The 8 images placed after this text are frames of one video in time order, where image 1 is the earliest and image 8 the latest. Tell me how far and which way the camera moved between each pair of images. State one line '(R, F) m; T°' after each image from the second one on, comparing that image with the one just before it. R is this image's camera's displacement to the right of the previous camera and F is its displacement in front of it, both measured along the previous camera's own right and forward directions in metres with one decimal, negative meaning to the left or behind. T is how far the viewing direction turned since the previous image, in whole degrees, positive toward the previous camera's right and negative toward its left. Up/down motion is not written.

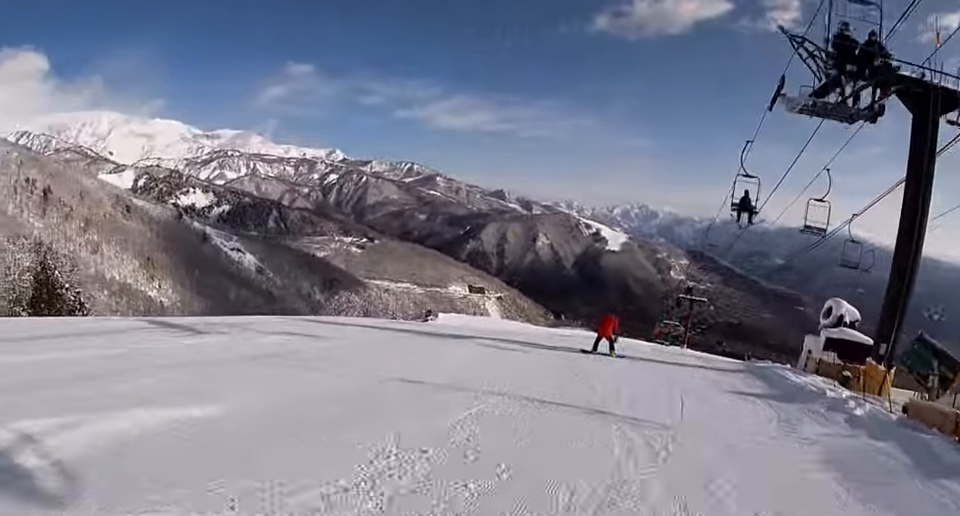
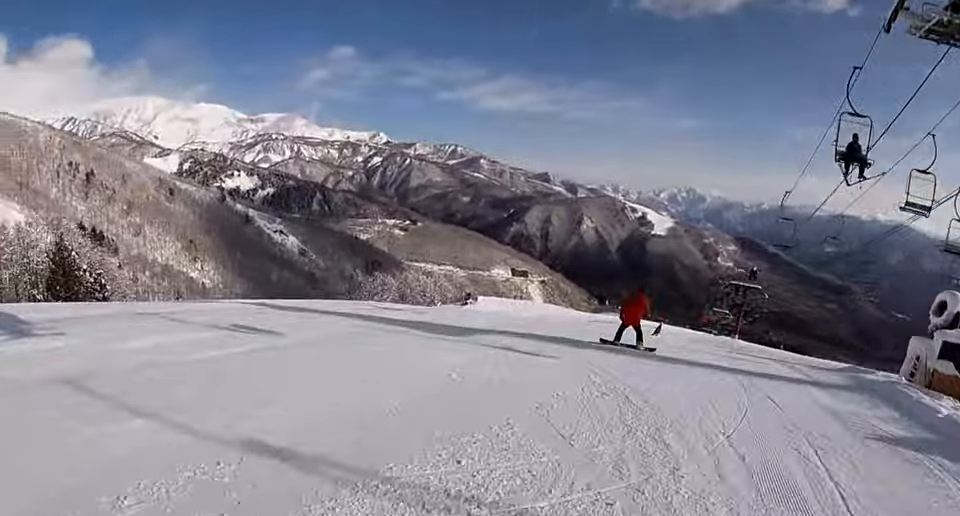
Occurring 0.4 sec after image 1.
(-0.4, +4.1) m; -1°
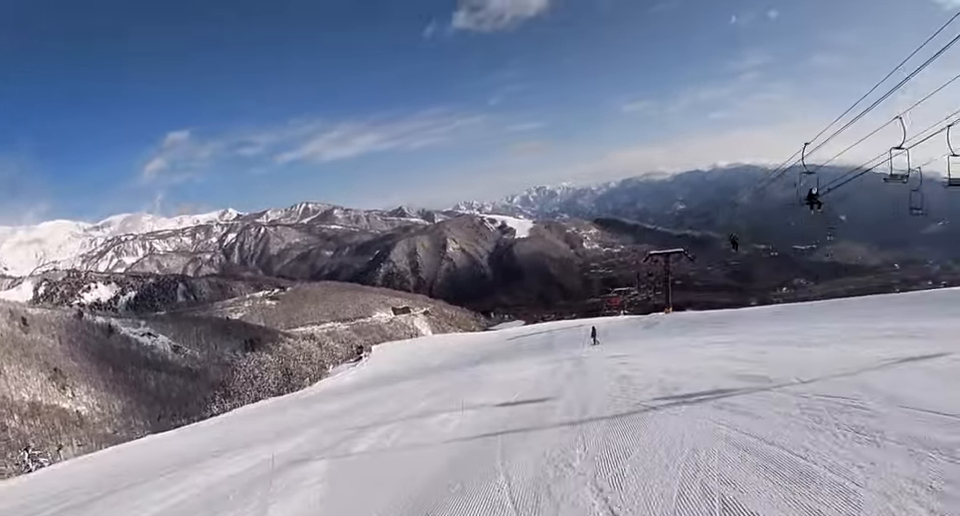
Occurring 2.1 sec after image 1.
(+0.8, +15.5) m; +16°
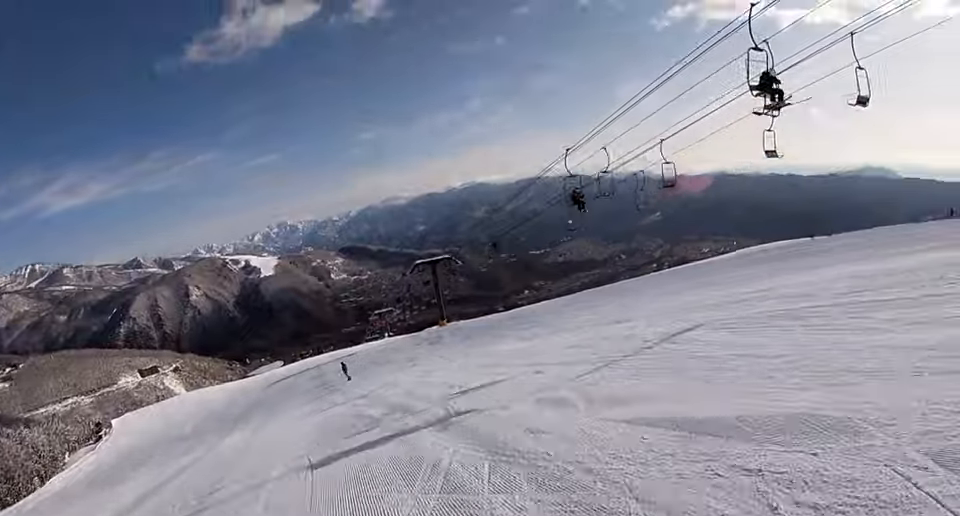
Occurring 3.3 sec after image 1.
(+2.3, +10.7) m; +27°
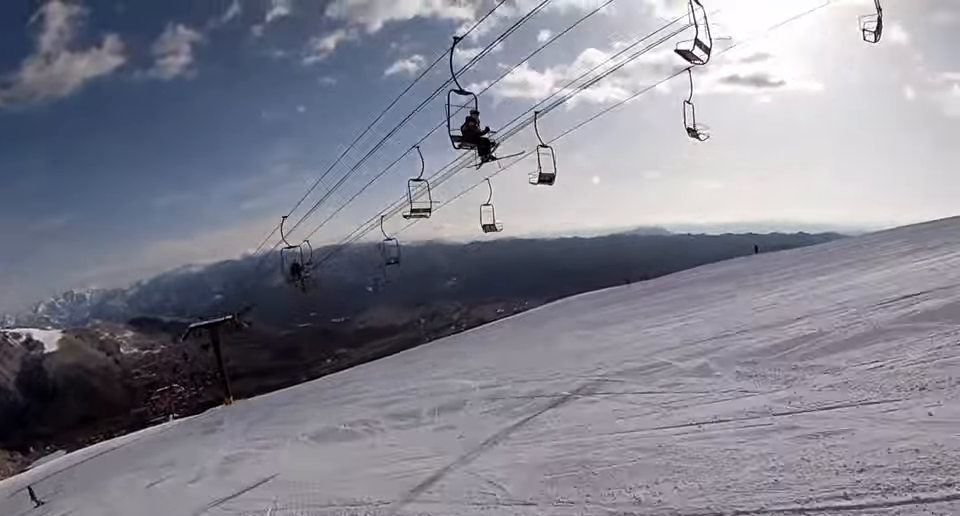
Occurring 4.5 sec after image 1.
(+2.9, +10.5) m; +22°
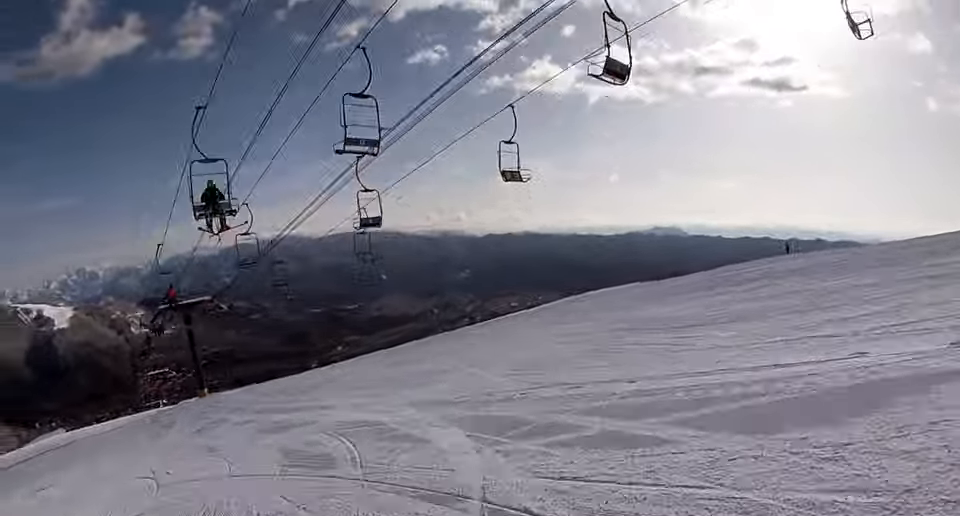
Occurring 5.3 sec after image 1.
(+0.6, +7.7) m; -5°
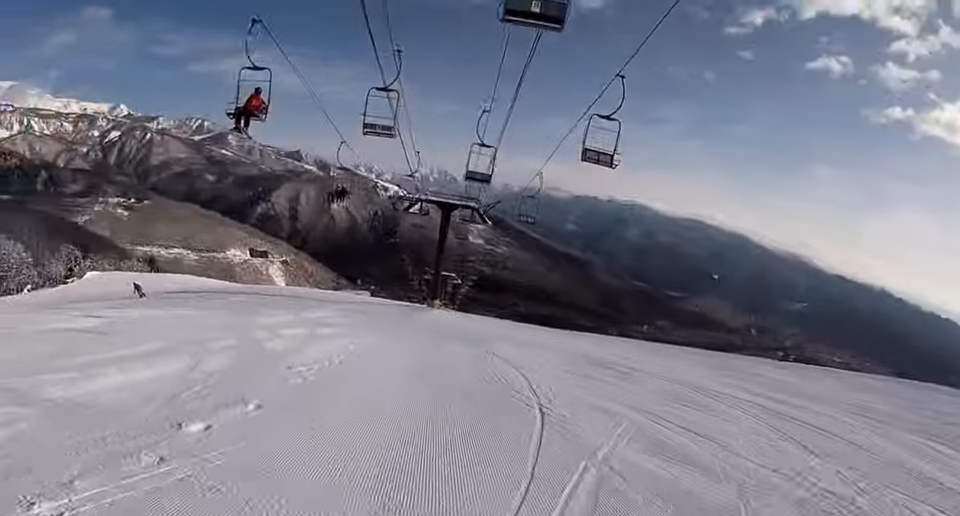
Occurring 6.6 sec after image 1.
(-2.9, +11.6) m; -31°
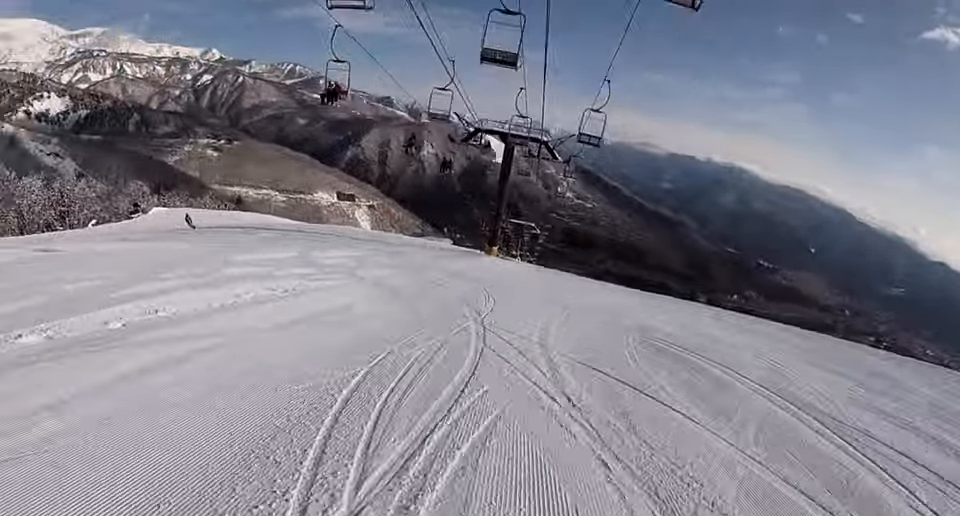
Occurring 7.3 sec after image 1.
(-0.9, +6.0) m; -14°
